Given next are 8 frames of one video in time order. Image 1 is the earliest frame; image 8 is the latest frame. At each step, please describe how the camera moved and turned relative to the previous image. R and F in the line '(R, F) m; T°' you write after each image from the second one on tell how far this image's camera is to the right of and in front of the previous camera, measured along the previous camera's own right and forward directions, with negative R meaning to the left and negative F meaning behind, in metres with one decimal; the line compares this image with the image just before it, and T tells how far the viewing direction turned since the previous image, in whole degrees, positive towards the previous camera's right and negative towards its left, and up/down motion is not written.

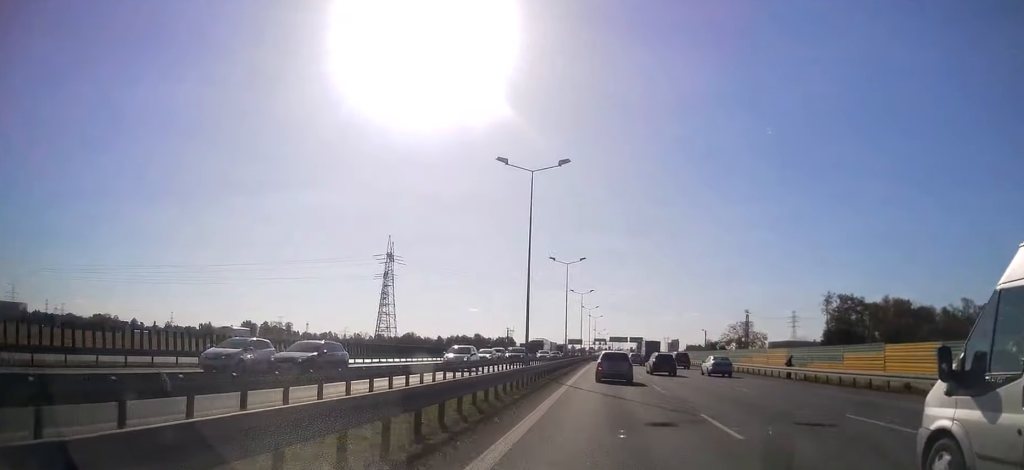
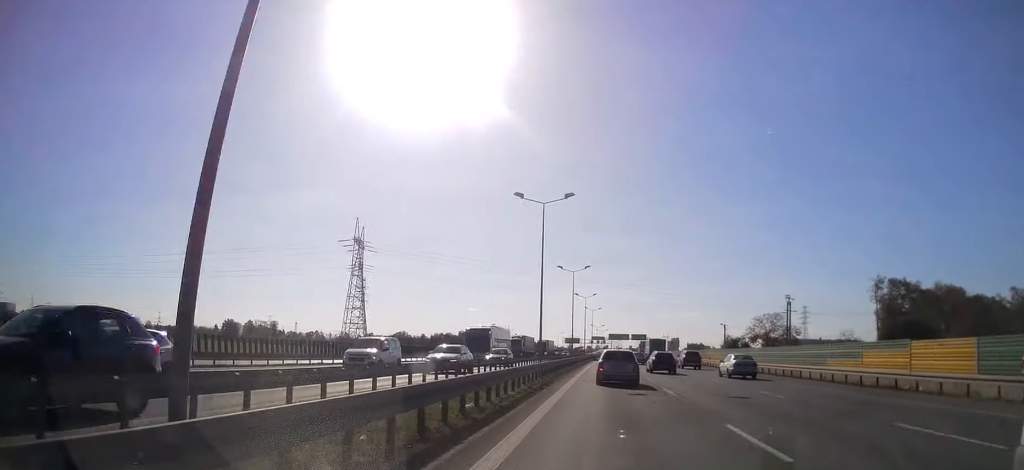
(0.0, +26.8) m; 0°
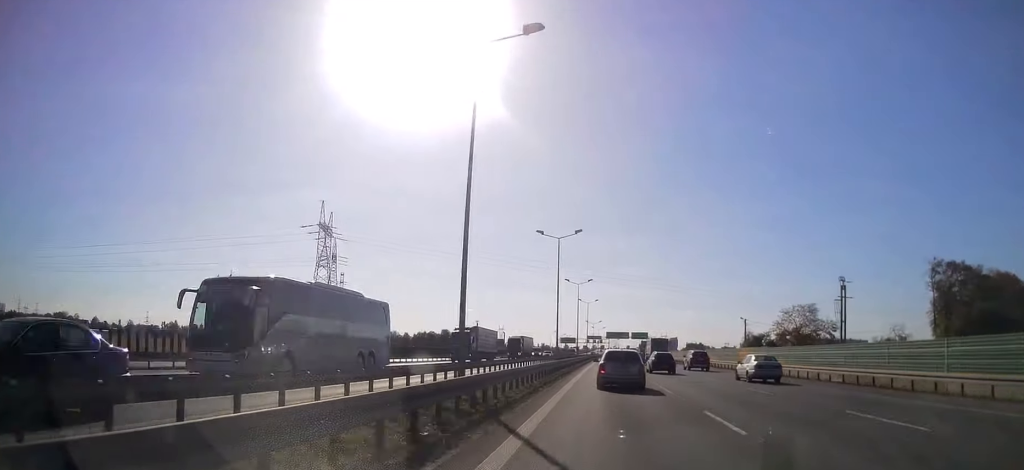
(+0.1, +21.8) m; 0°
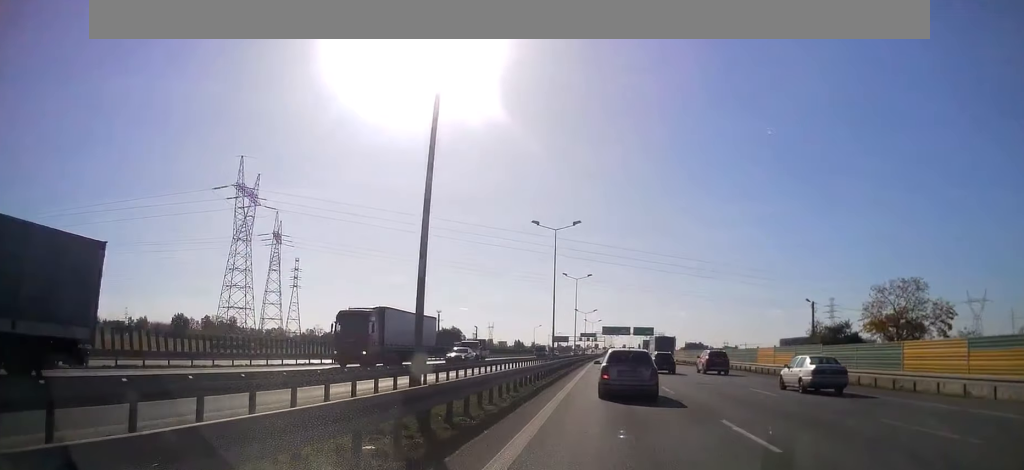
(+0.2, +38.1) m; +1°
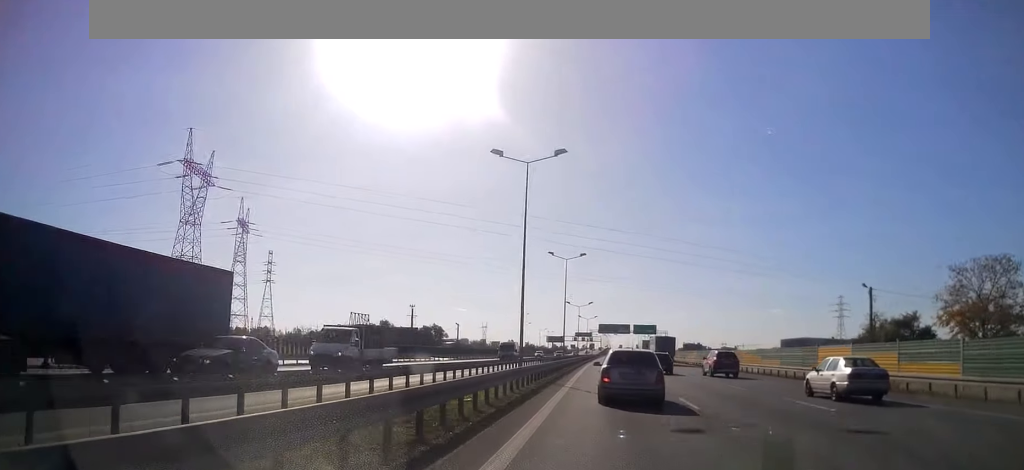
(+0.2, +17.5) m; 0°
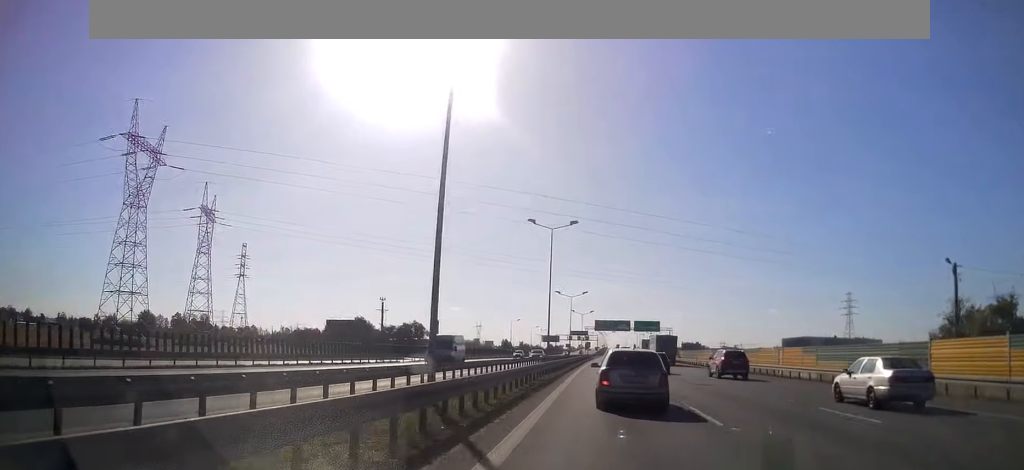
(-0.1, +15.4) m; 0°
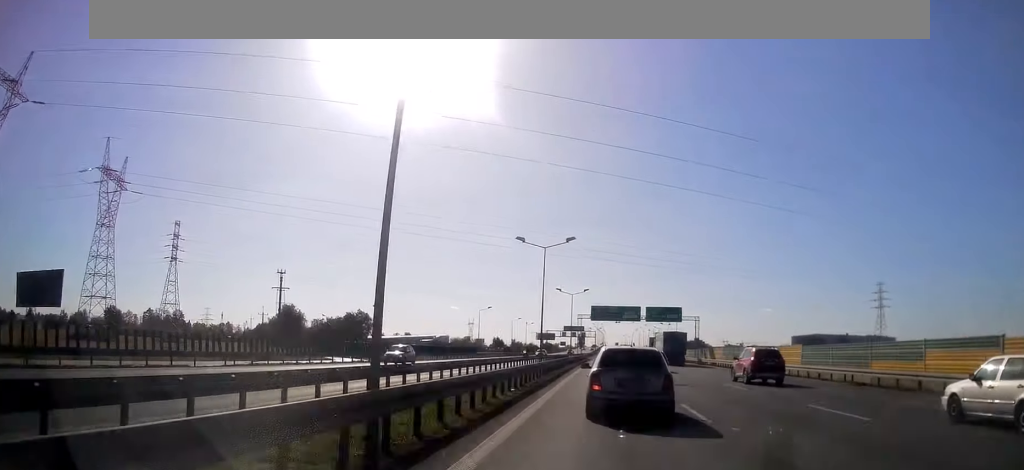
(+0.2, +35.8) m; 0°
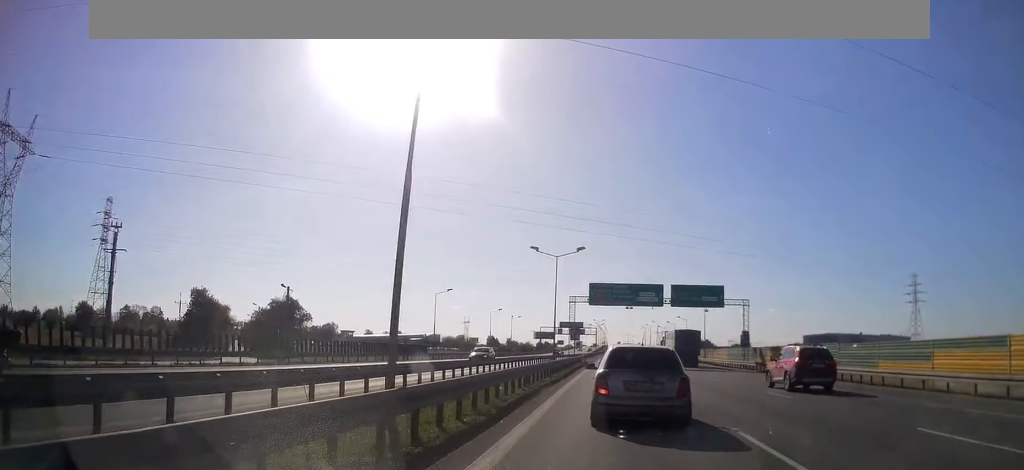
(-0.2, +29.7) m; 0°
